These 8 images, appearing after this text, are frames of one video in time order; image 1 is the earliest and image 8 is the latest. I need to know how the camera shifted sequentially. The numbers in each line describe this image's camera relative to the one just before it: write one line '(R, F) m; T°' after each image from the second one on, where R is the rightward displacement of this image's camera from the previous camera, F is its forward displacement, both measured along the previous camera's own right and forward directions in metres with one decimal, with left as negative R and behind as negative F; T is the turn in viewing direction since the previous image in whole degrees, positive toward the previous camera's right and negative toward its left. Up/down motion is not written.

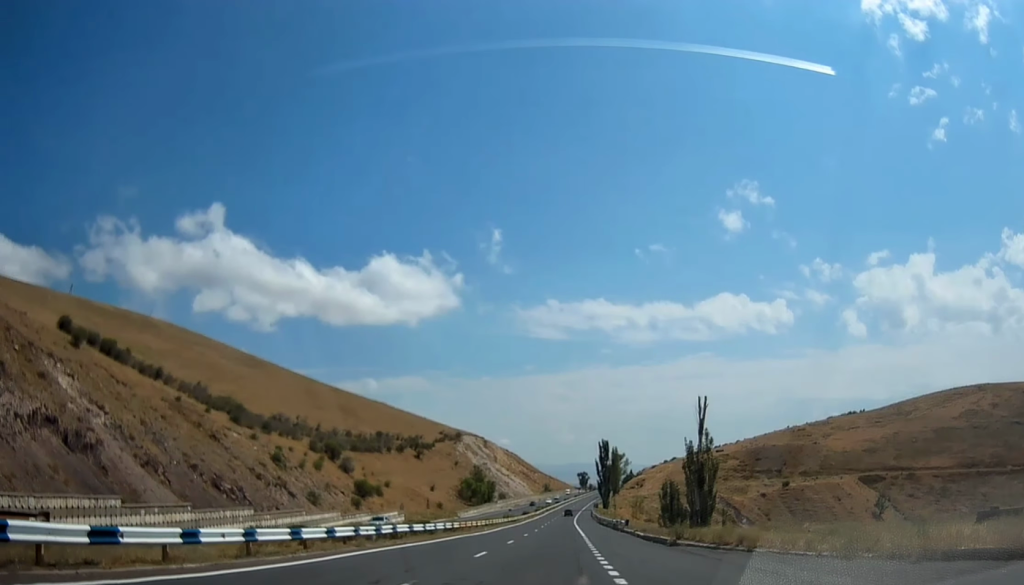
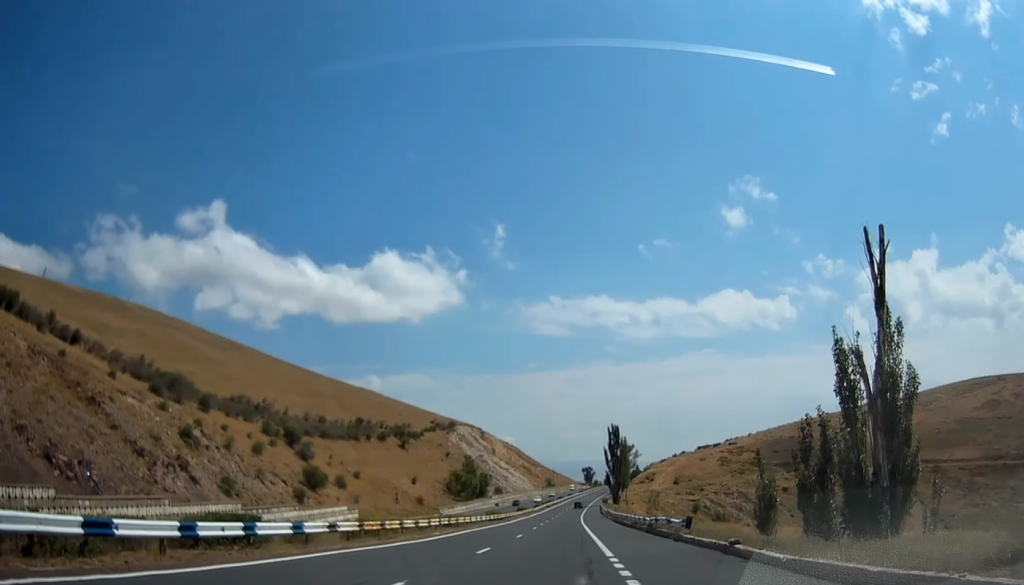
(+0.3, +24.0) m; +1°
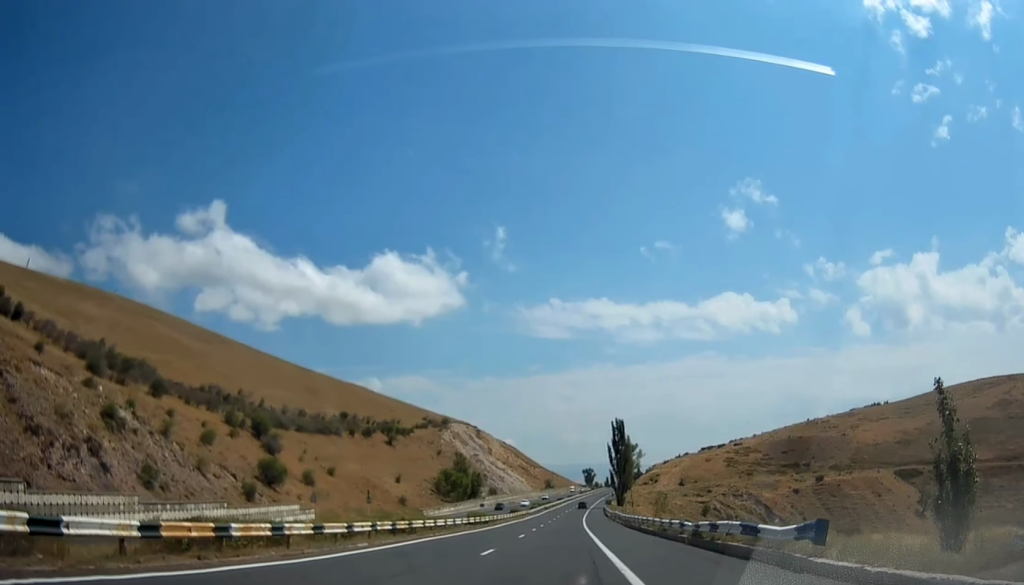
(0.0, +13.5) m; 0°
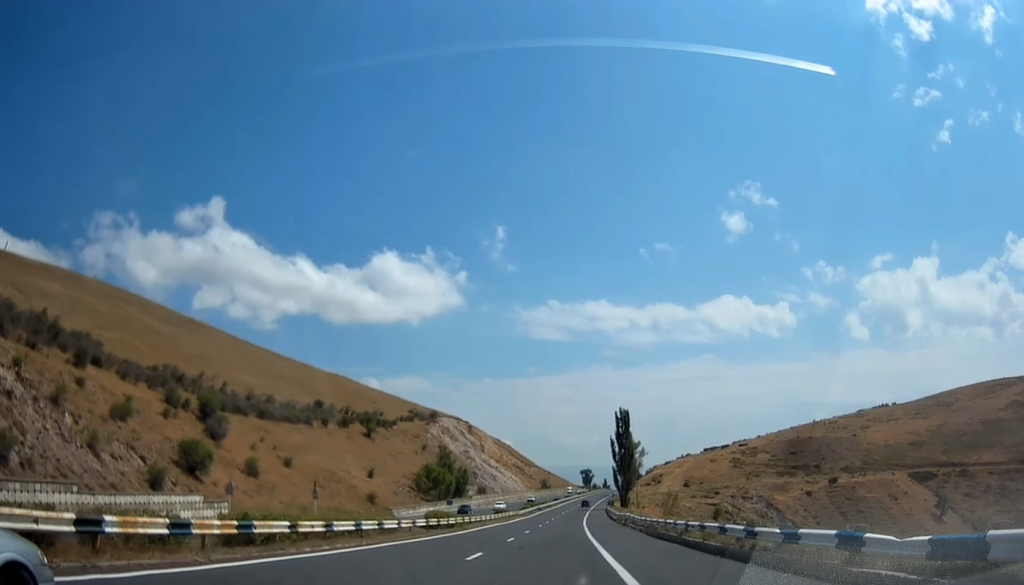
(-0.1, +17.2) m; 0°
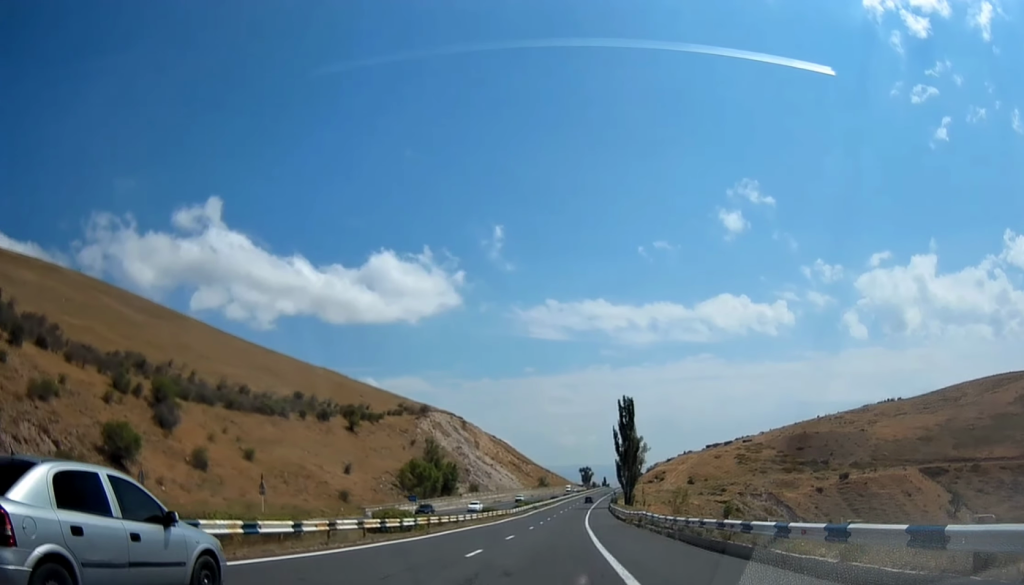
(-0.1, +11.7) m; 0°
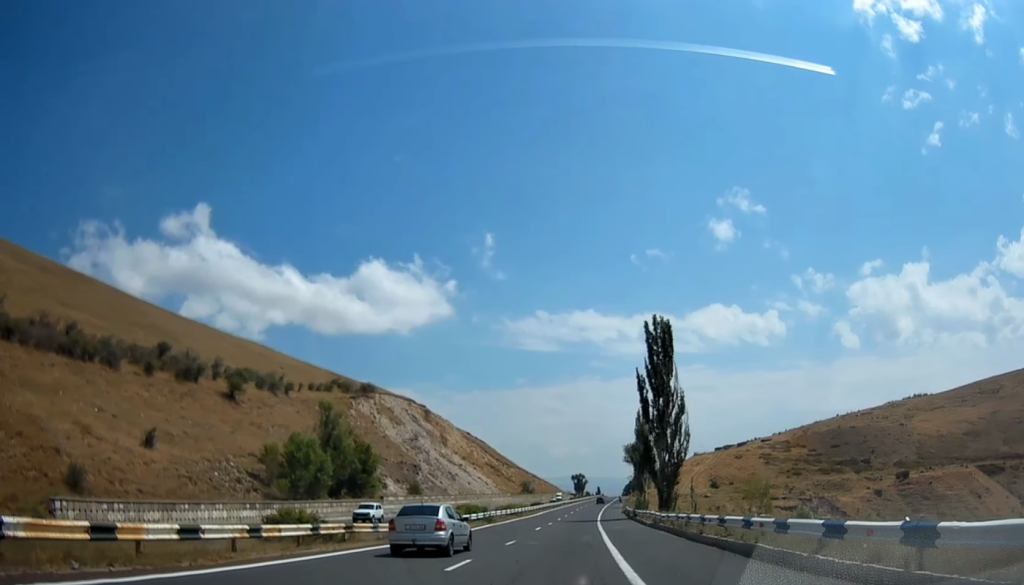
(-0.1, +51.0) m; 0°
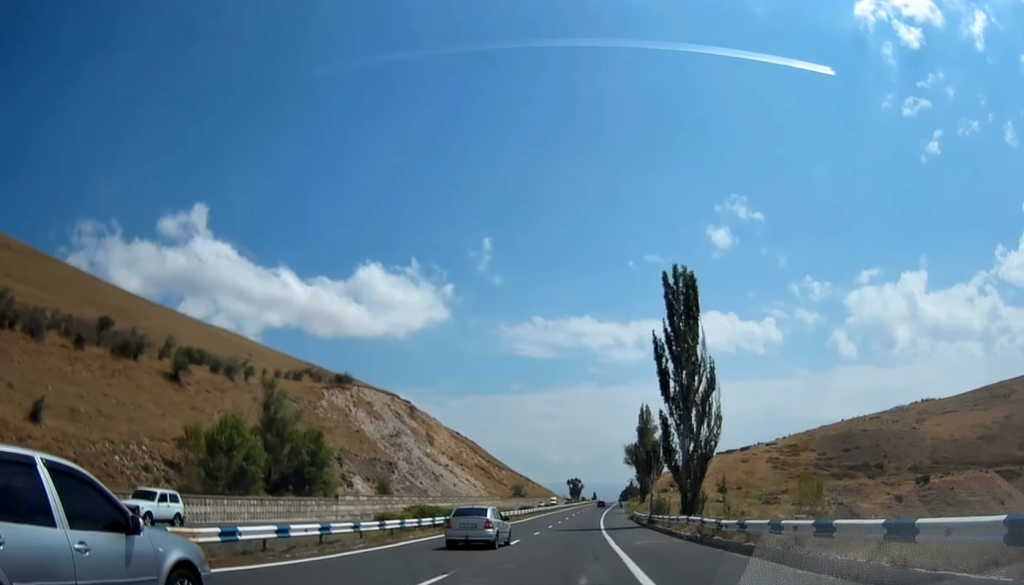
(-0.1, +14.6) m; 0°
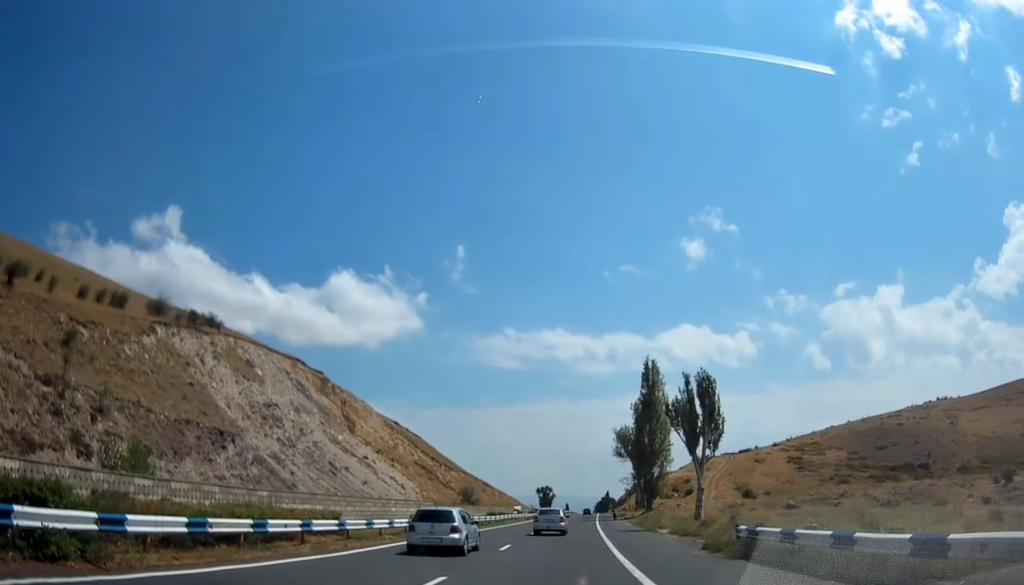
(+0.9, +49.4) m; +2°
